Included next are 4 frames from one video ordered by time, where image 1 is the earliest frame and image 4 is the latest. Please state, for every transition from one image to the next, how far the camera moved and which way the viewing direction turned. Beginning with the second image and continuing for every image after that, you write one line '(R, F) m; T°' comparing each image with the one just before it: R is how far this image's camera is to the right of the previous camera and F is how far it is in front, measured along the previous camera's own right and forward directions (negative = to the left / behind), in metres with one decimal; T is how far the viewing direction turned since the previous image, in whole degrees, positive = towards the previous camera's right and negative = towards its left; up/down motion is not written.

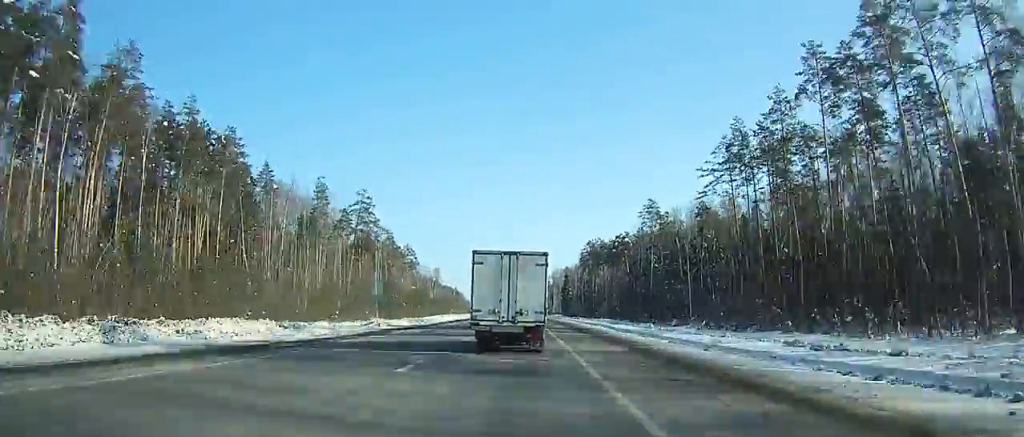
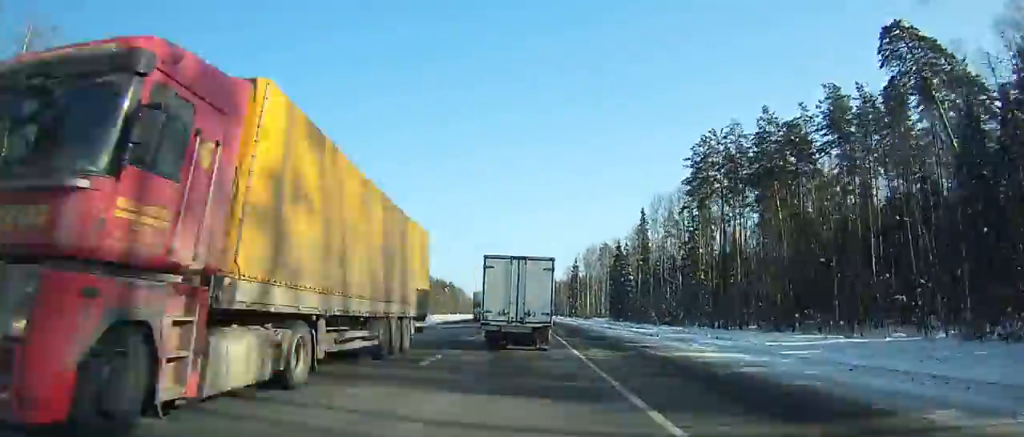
(-2.7, +120.3) m; -2°
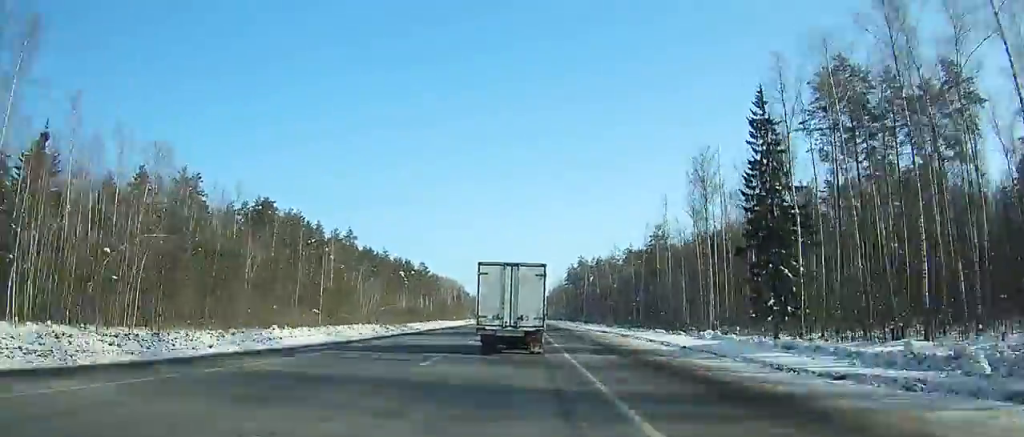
(-1.4, +165.3) m; -1°
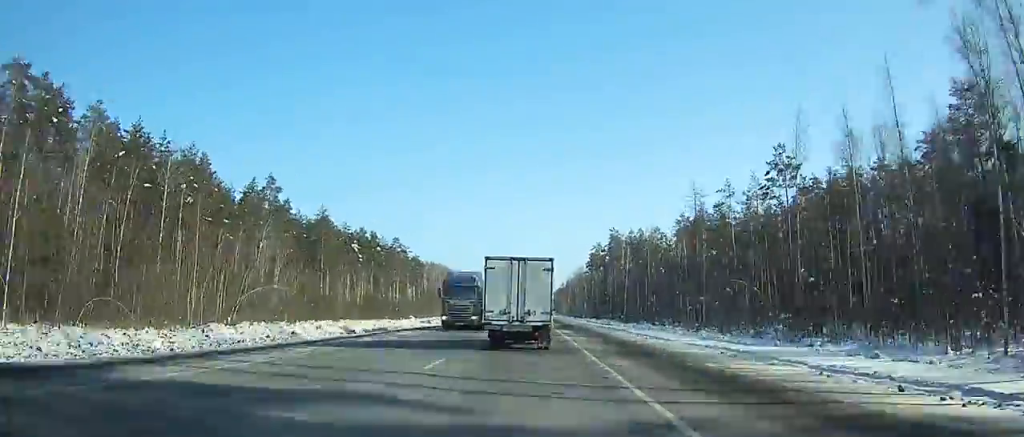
(-0.6, +63.2) m; -1°
